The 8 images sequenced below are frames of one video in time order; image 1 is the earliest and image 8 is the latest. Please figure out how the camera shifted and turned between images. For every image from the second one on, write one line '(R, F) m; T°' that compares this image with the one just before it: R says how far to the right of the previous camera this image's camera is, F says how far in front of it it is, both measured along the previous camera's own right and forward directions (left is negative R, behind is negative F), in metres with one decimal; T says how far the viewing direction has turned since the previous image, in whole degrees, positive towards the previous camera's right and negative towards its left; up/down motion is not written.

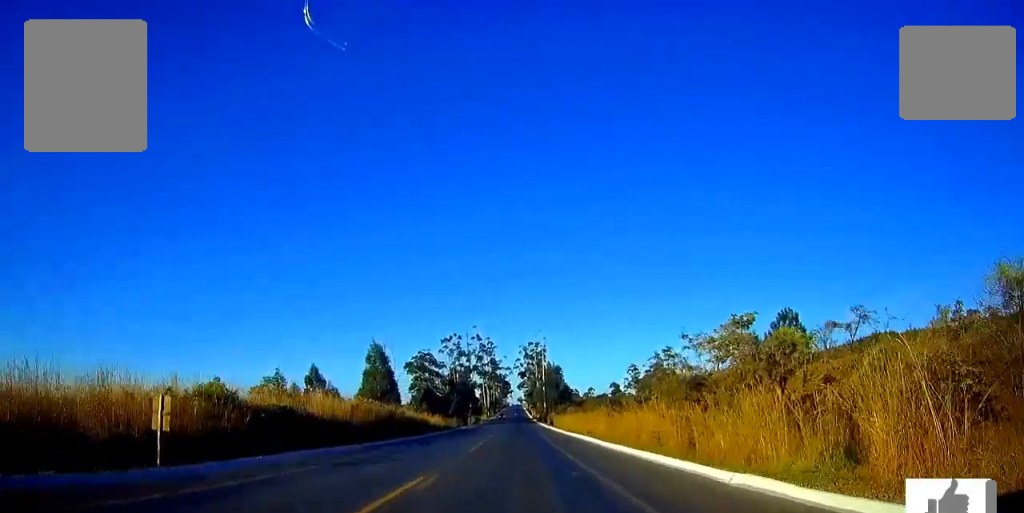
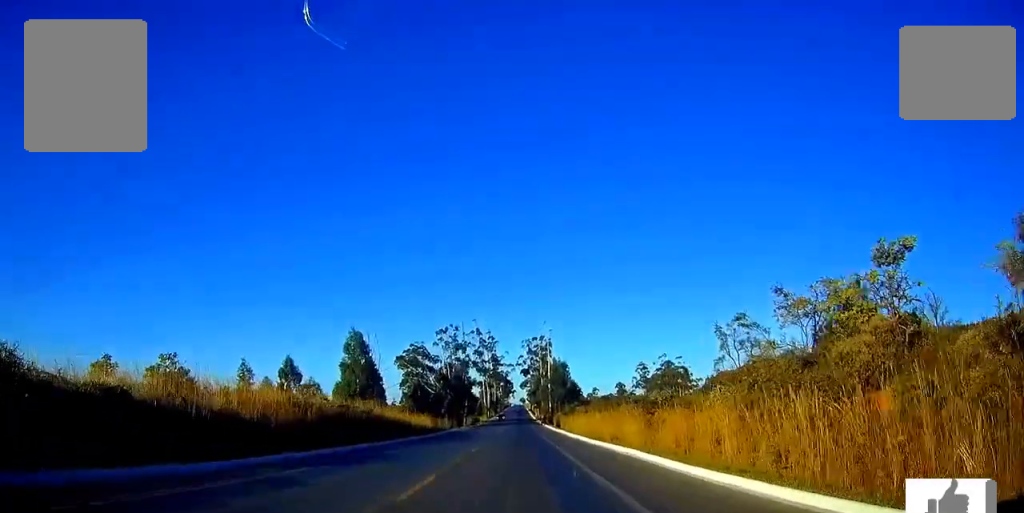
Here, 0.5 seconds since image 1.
(0.0, +15.6) m; 0°
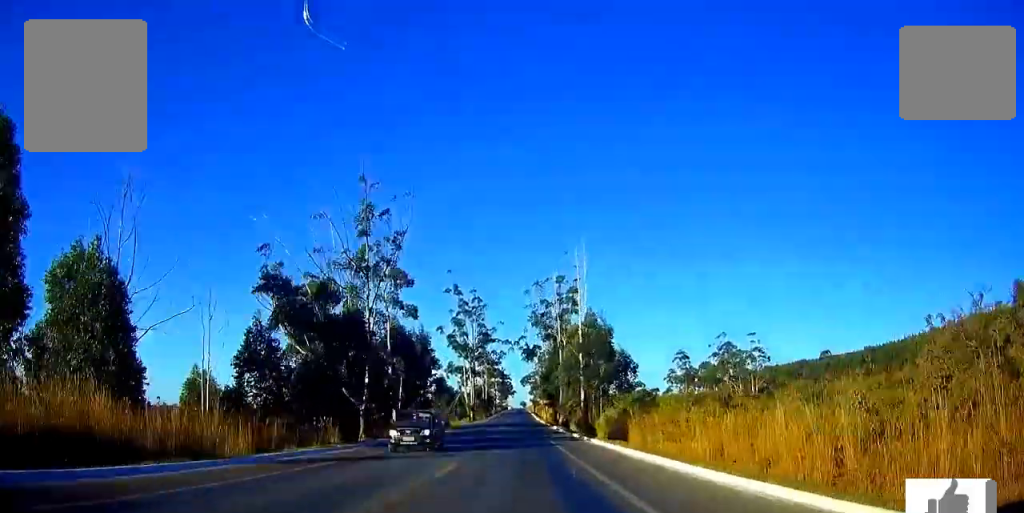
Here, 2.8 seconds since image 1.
(-0.3, +71.9) m; 0°
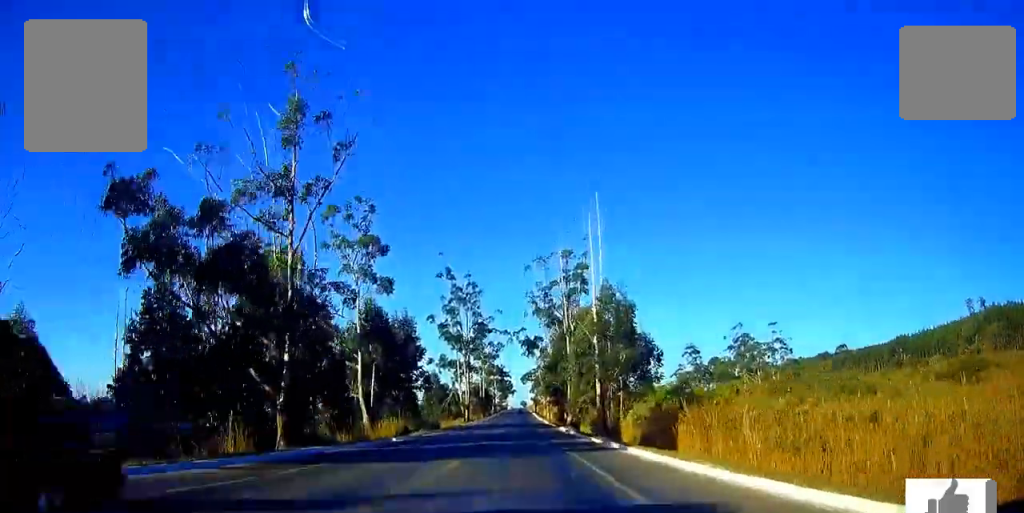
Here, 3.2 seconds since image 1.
(-0.1, +13.6) m; 0°
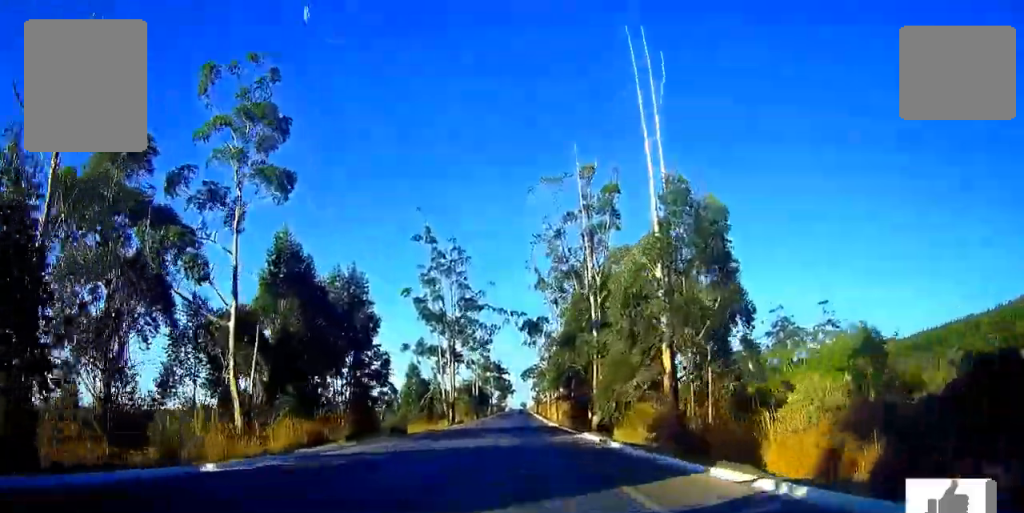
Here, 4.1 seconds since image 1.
(+0.3, +26.6) m; 0°
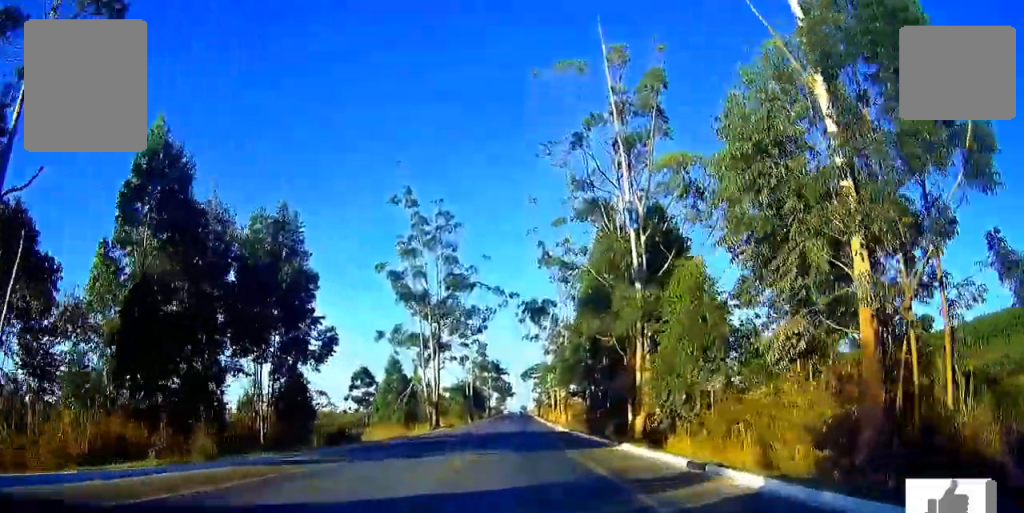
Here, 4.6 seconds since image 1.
(-0.1, +18.1) m; 0°
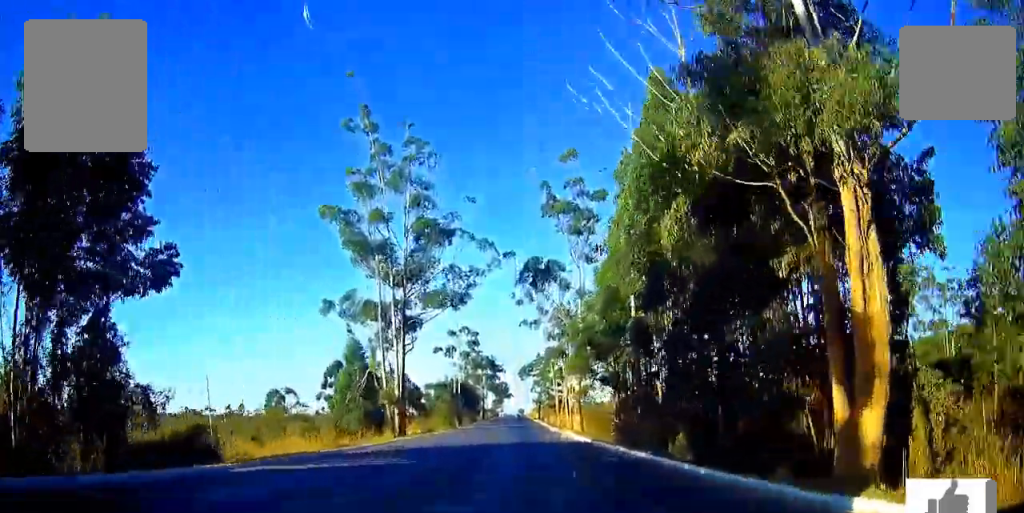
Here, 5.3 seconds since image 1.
(-0.1, +21.3) m; 0°
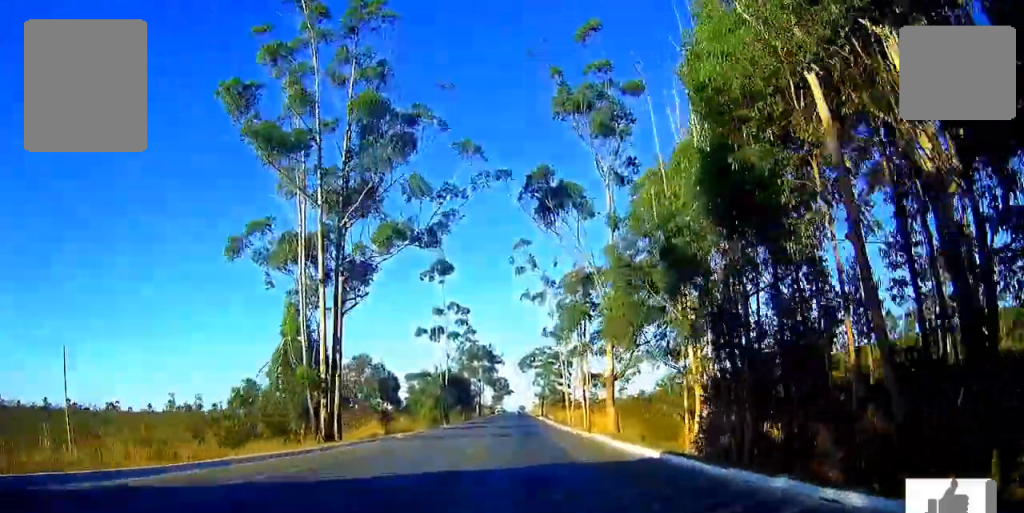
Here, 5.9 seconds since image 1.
(+0.1, +20.3) m; 0°
